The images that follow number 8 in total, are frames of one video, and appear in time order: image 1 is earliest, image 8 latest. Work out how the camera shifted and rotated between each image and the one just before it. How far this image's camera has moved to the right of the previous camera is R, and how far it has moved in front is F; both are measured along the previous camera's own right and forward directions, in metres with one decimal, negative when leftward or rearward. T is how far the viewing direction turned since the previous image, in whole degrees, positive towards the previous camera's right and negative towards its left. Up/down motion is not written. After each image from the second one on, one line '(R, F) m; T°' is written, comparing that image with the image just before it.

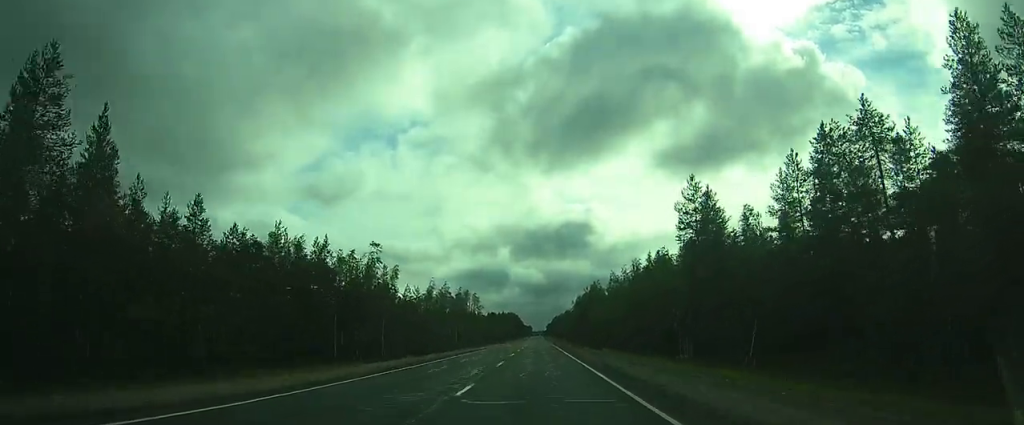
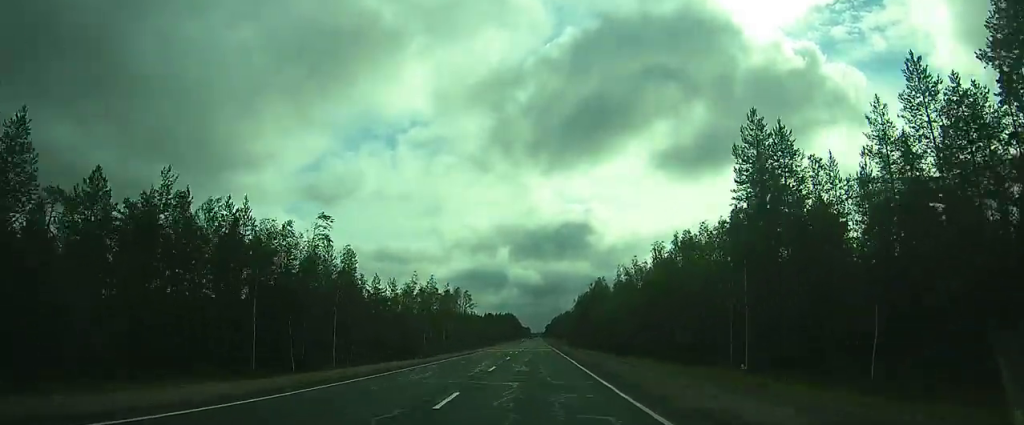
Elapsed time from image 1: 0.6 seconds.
(0.0, +13.5) m; 0°
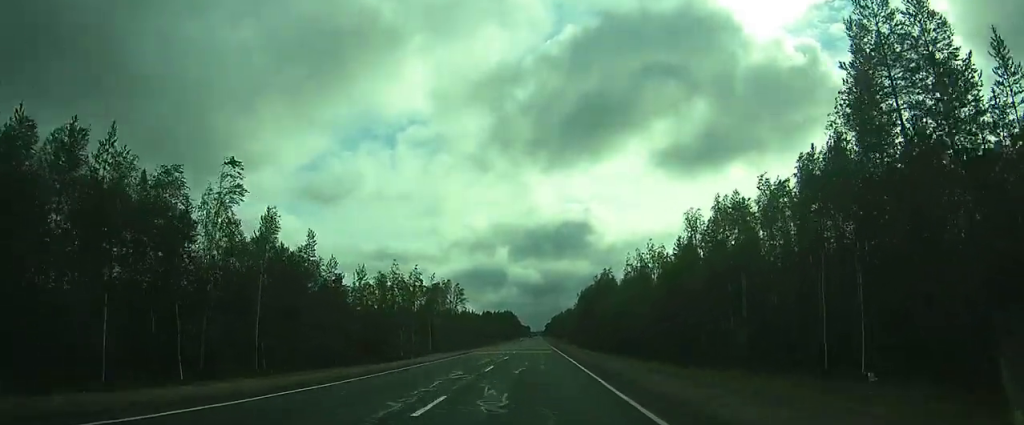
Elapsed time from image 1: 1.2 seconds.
(+0.1, +12.8) m; 0°
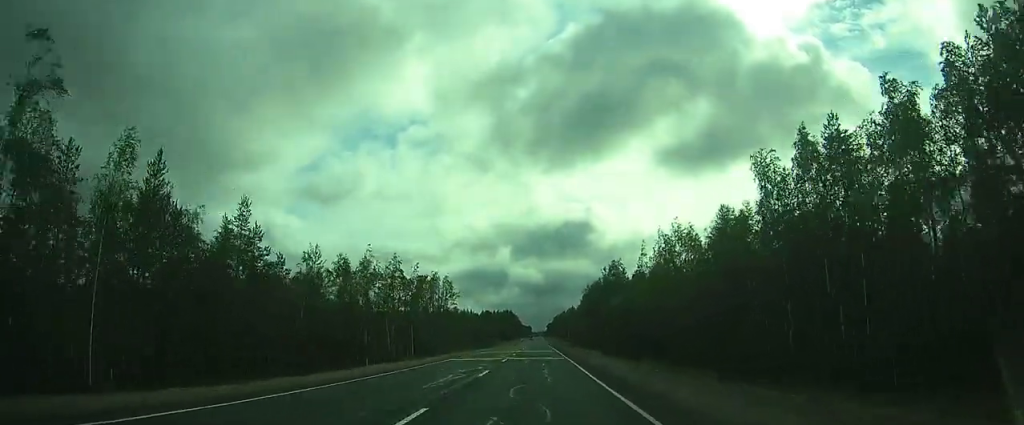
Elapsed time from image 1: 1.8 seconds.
(-0.1, +13.6) m; 0°
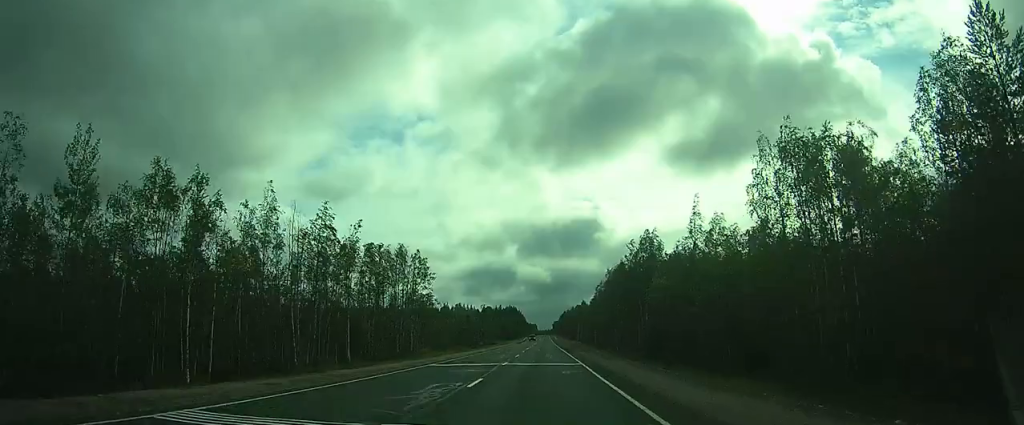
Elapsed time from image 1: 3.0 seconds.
(0.0, +28.0) m; 0°
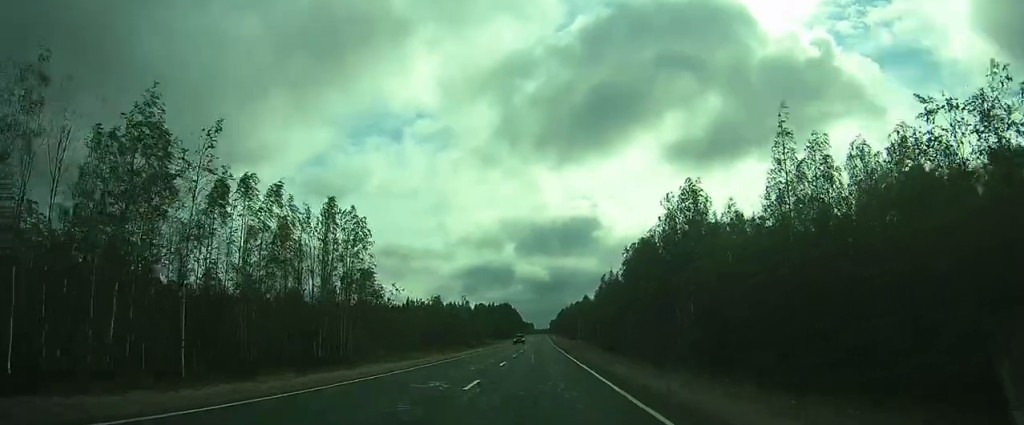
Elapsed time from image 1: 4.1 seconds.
(0.0, +24.3) m; 0°
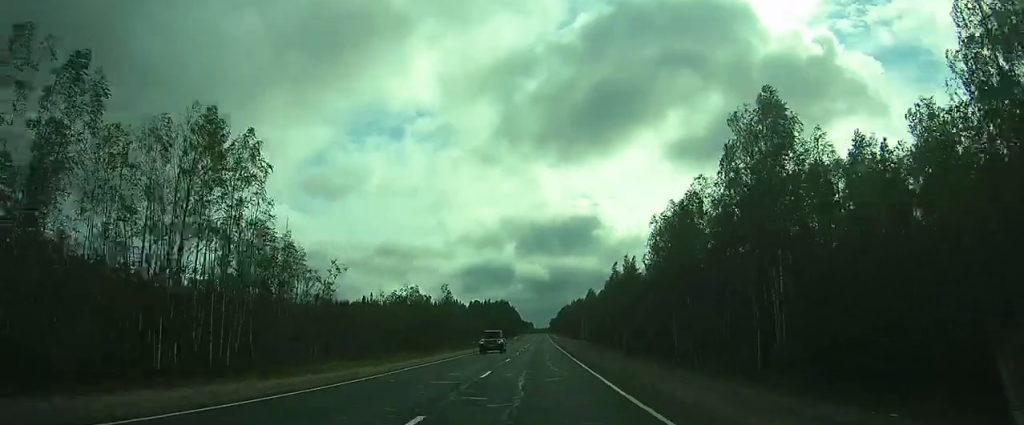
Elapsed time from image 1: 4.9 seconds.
(-0.1, +19.9) m; -1°
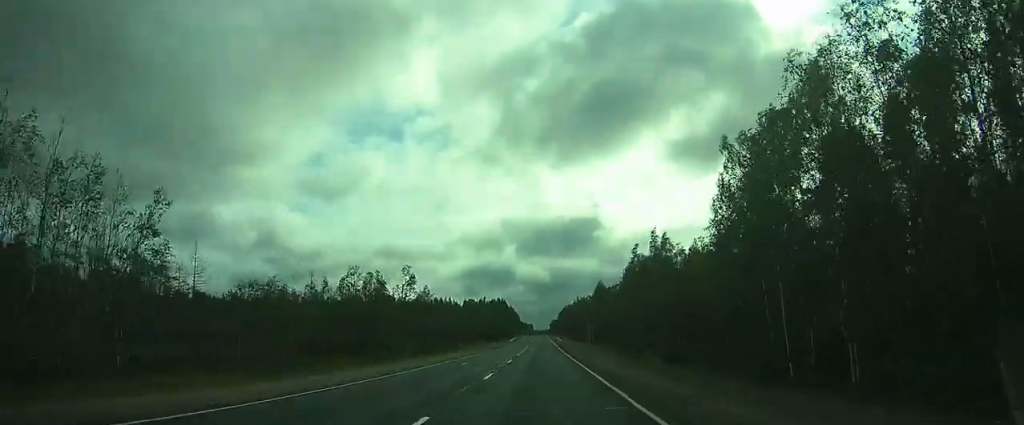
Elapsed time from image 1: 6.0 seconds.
(-0.3, +23.8) m; -1°
